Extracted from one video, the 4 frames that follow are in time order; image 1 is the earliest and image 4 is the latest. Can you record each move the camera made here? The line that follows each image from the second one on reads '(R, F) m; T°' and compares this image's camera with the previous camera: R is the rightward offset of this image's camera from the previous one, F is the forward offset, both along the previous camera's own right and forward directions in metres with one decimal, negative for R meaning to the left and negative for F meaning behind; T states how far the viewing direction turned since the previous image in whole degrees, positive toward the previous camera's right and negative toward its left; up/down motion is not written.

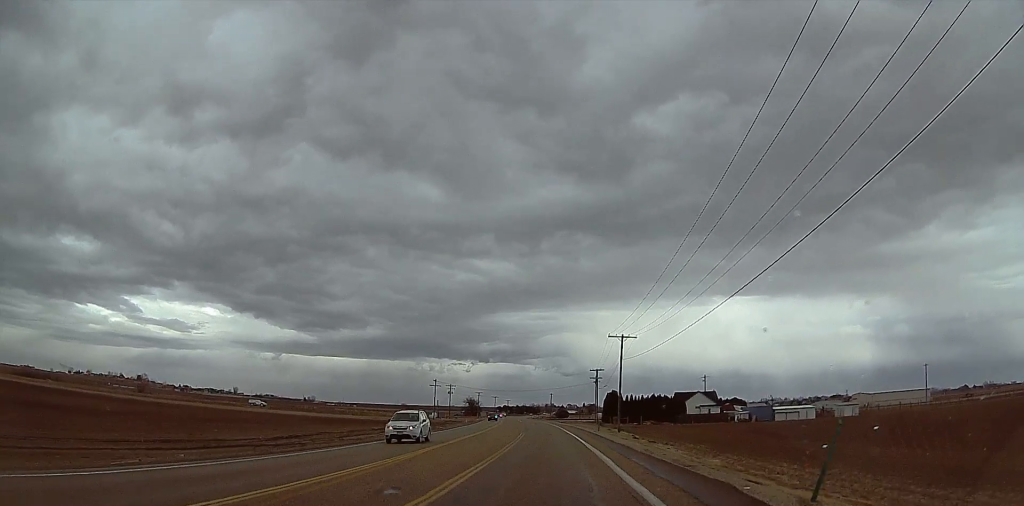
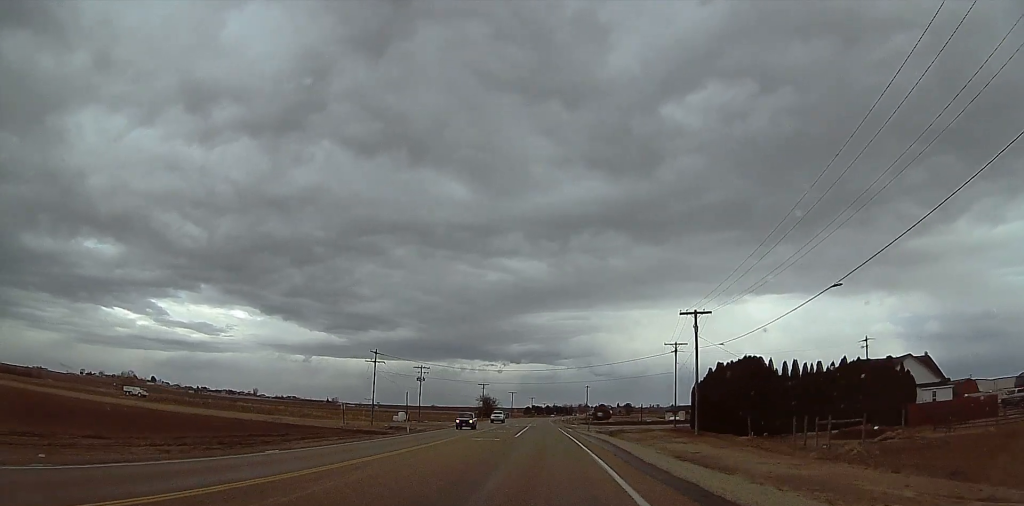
(-1.1, +76.3) m; -3°
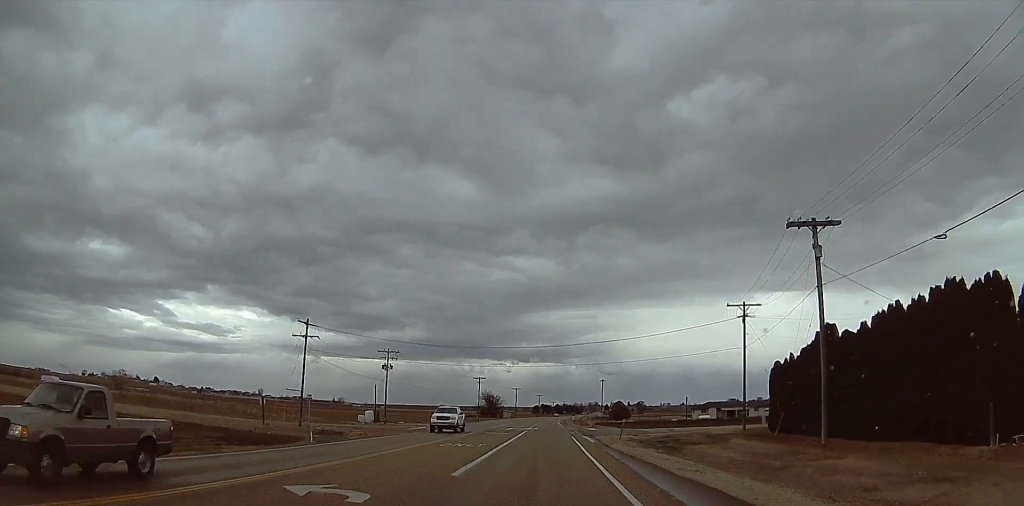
(-0.3, +28.4) m; -2°
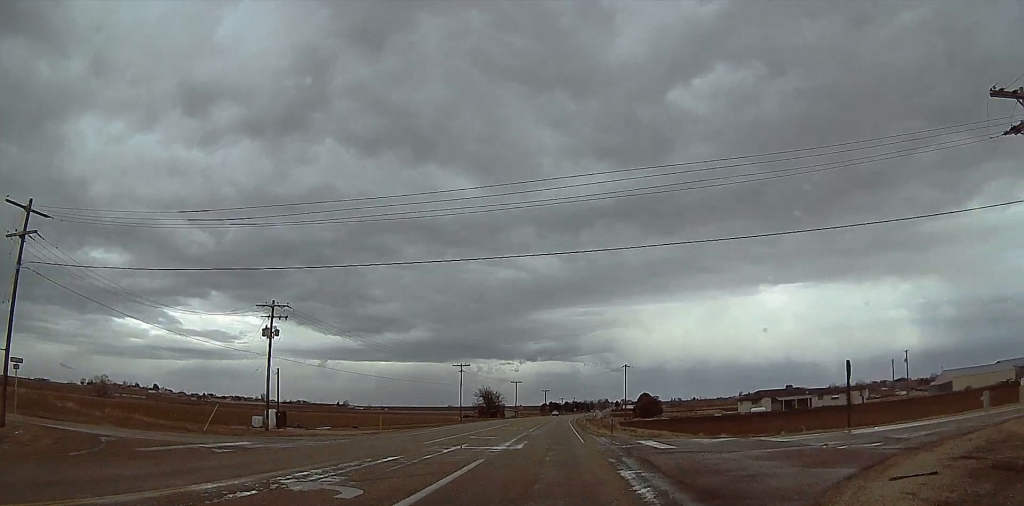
(-1.0, +39.2) m; -1°
